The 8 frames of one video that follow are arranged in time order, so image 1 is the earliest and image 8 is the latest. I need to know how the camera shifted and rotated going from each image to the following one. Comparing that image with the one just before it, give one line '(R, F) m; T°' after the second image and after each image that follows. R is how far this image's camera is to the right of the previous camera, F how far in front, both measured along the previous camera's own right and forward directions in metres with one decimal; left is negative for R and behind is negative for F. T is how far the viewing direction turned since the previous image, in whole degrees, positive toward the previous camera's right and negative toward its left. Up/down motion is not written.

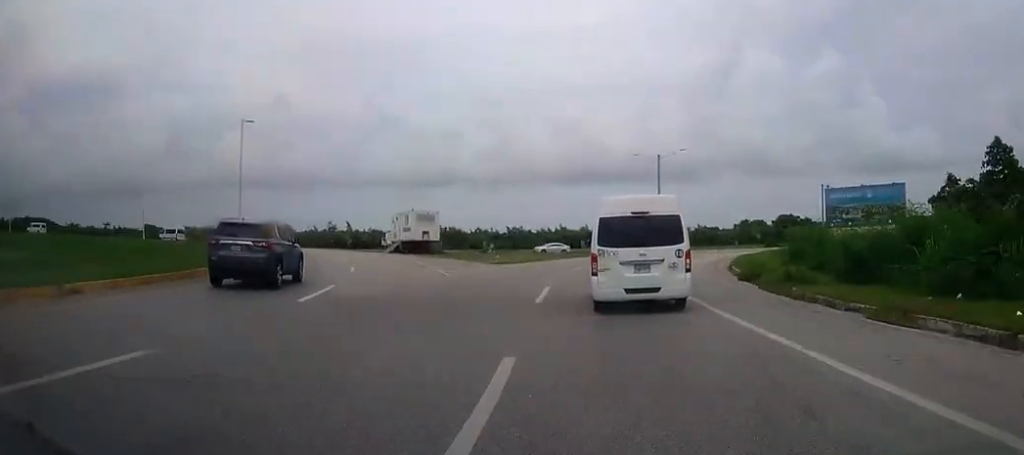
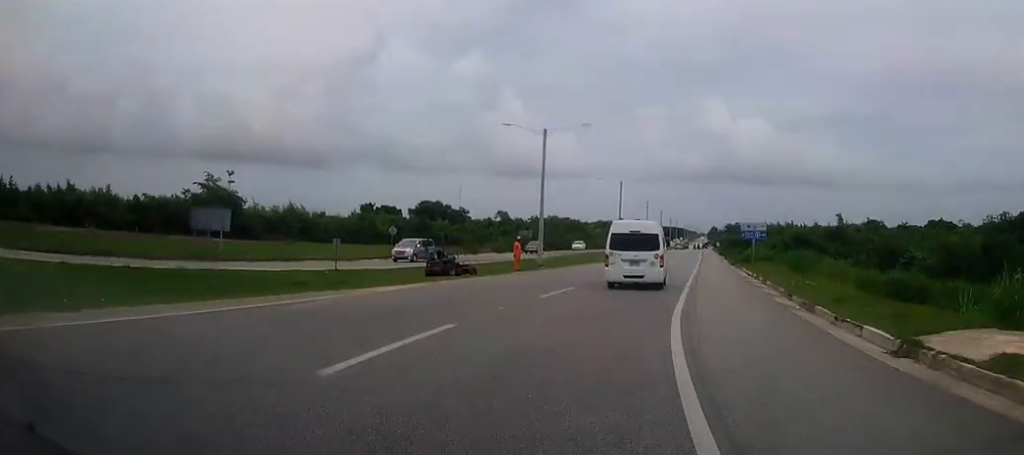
(+7.9, +69.6) m; +21°
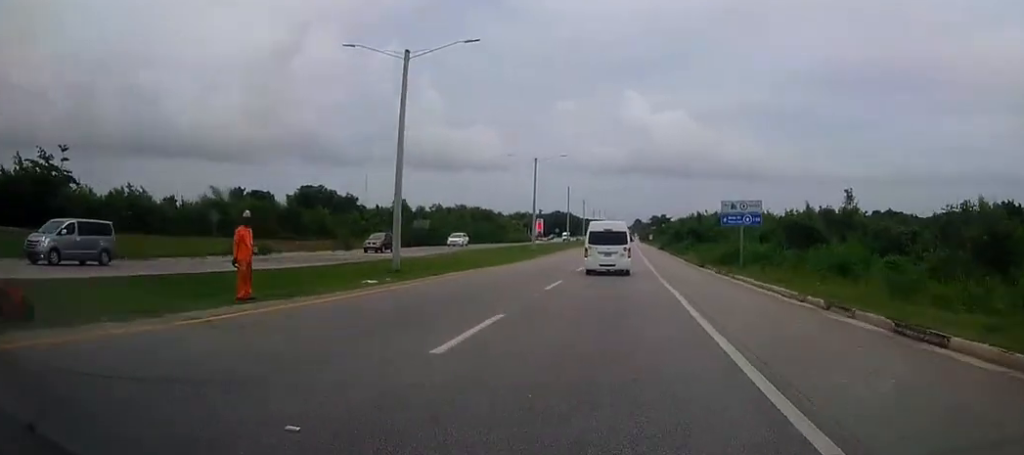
(+2.1, +22.6) m; +6°
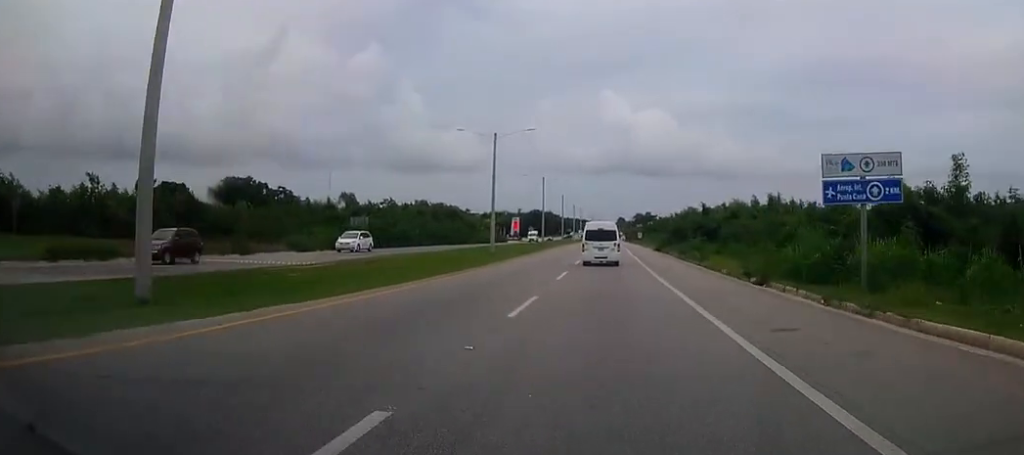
(+0.8, +19.1) m; +4°
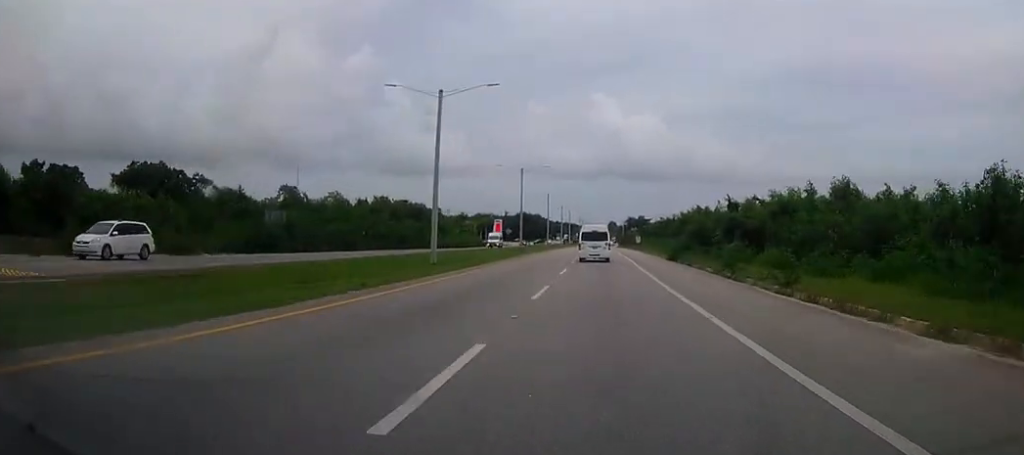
(+0.5, +20.4) m; +1°
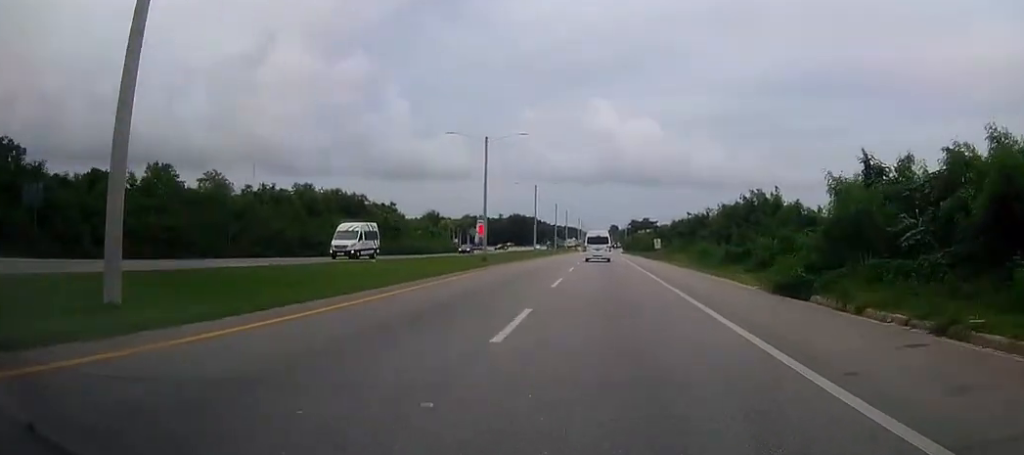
(+0.4, +31.5) m; +1°
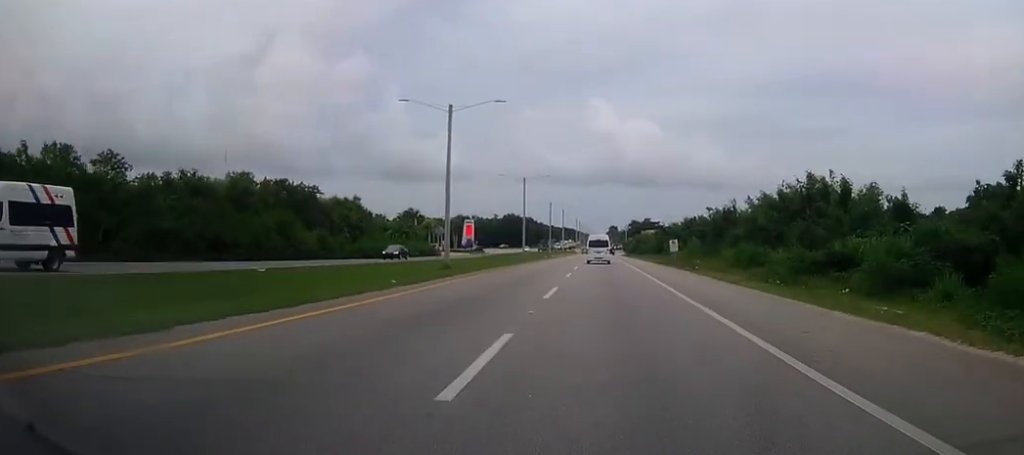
(0.0, +15.3) m; 0°
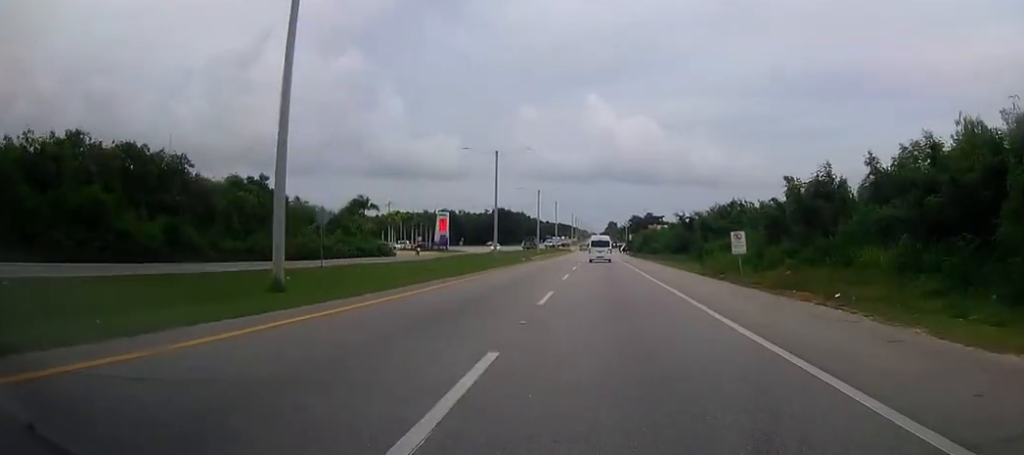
(+0.1, +25.8) m; 0°
